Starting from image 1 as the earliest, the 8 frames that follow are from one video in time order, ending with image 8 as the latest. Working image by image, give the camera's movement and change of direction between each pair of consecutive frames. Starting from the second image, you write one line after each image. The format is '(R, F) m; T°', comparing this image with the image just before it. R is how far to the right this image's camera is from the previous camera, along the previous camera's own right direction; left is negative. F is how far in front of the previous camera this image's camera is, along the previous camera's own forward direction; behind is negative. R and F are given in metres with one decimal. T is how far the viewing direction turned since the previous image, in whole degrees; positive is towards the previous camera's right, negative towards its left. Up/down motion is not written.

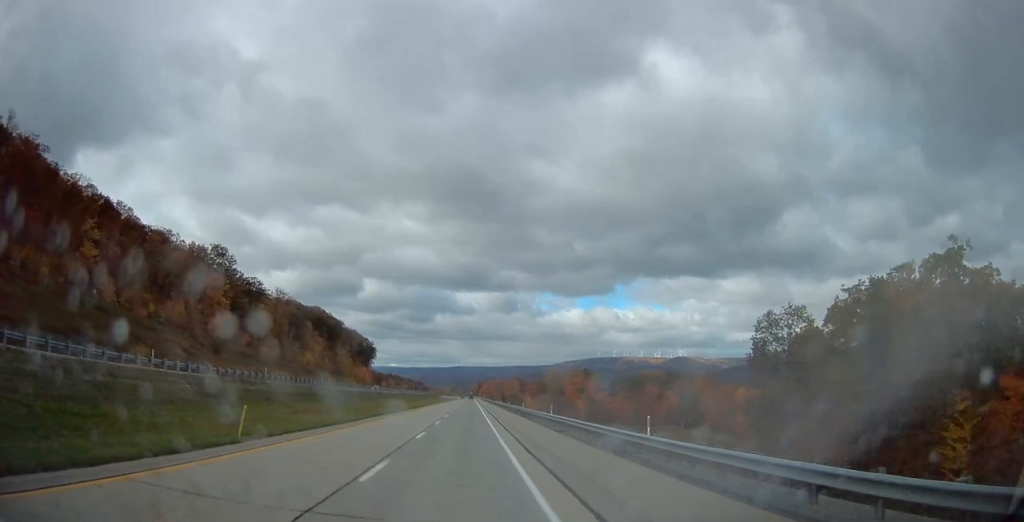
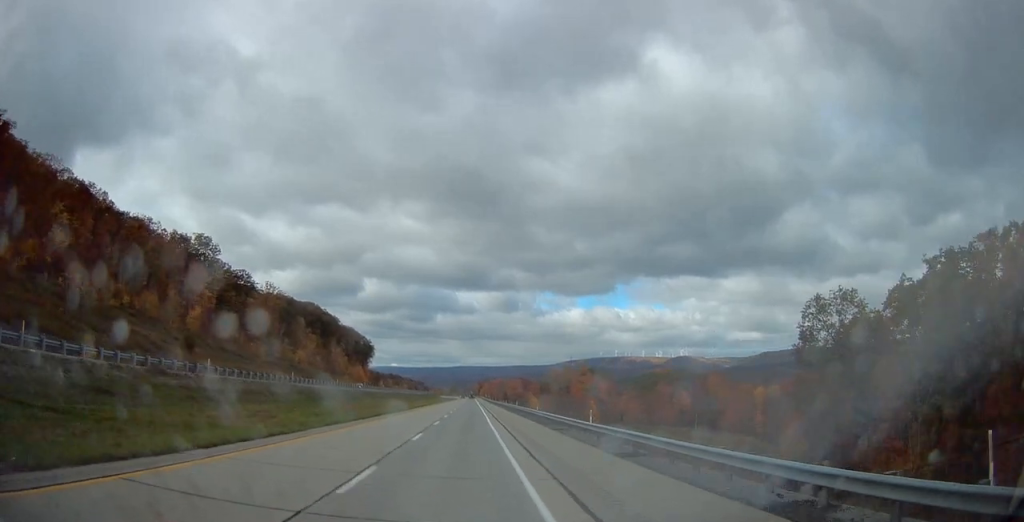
(0.0, +13.8) m; 0°
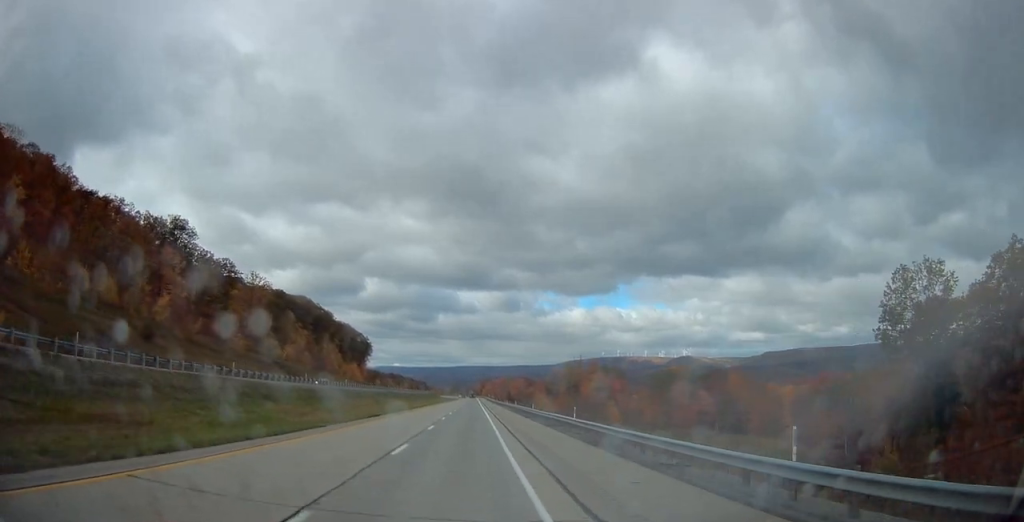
(0.0, +18.1) m; 0°
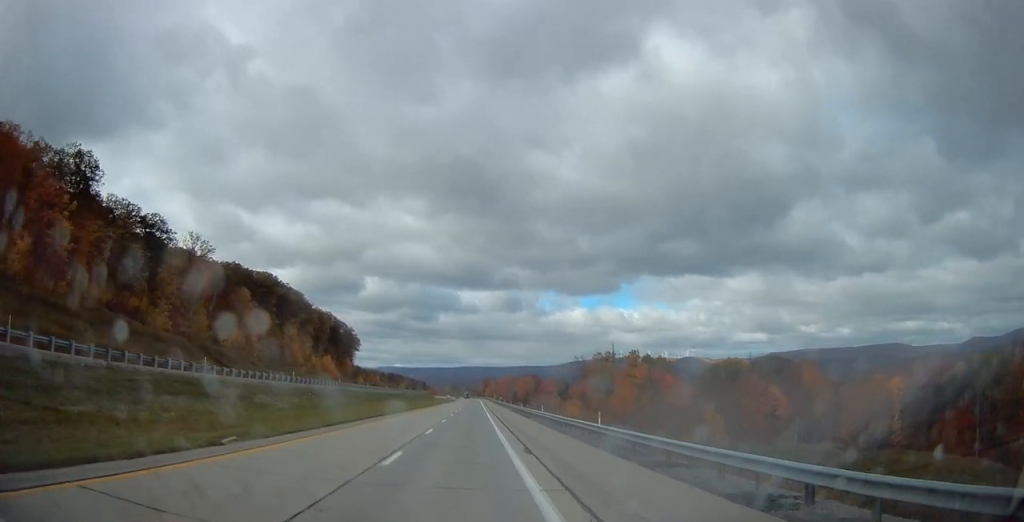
(-0.2, +51.9) m; 0°
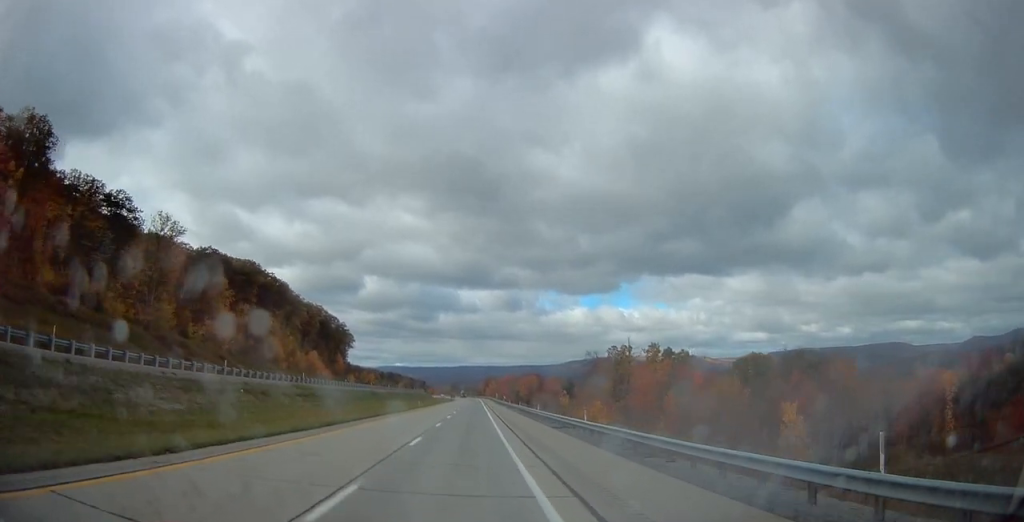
(-0.1, +19.1) m; 0°
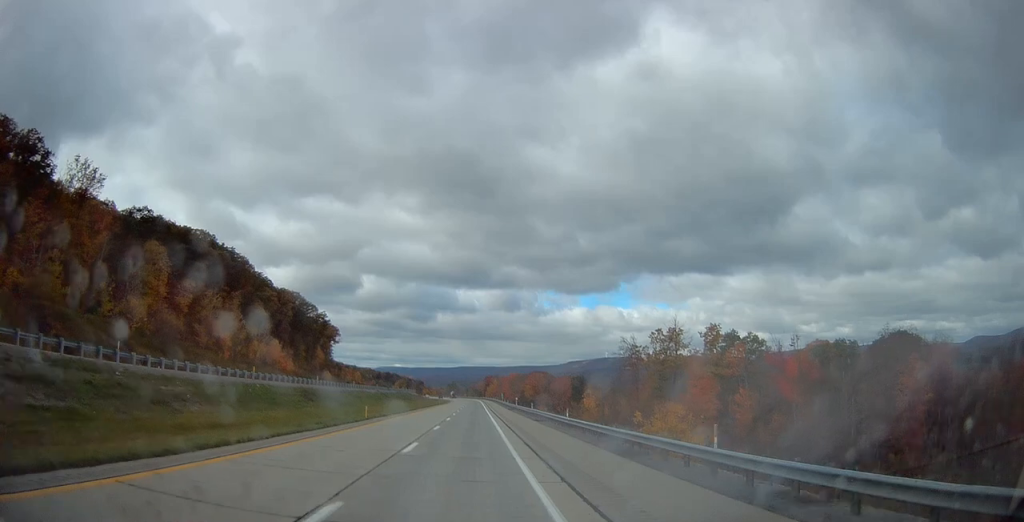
(+0.3, +39.2) m; 0°
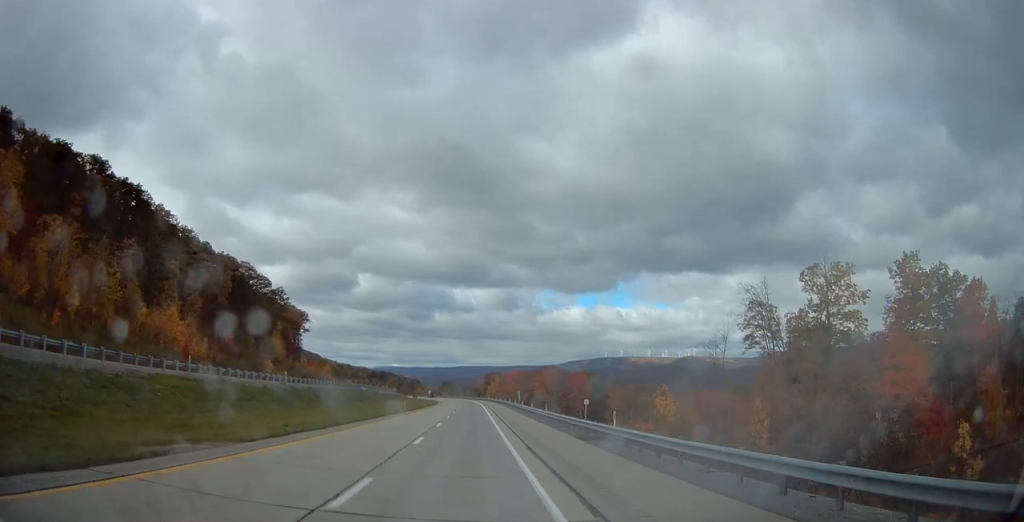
(0.0, +58.4) m; 0°
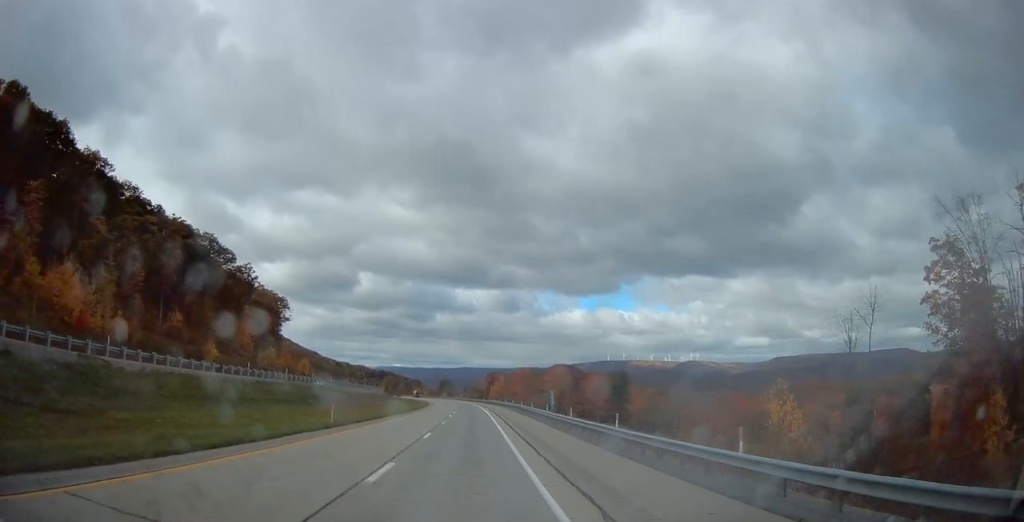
(-0.2, +34.1) m; 0°
